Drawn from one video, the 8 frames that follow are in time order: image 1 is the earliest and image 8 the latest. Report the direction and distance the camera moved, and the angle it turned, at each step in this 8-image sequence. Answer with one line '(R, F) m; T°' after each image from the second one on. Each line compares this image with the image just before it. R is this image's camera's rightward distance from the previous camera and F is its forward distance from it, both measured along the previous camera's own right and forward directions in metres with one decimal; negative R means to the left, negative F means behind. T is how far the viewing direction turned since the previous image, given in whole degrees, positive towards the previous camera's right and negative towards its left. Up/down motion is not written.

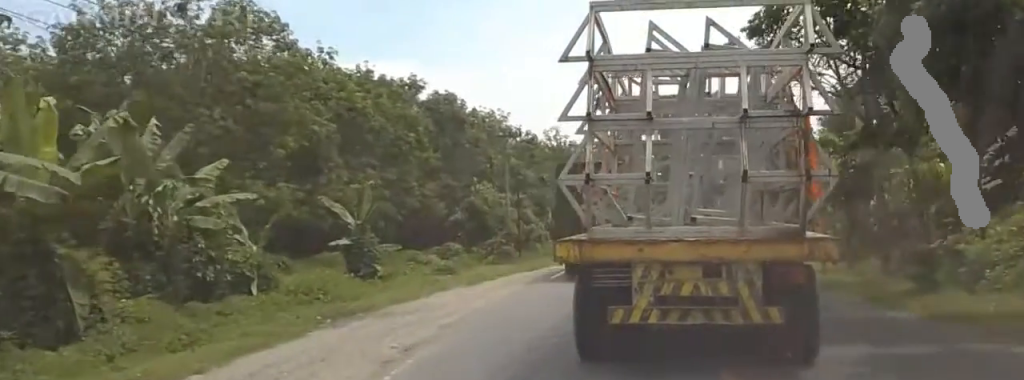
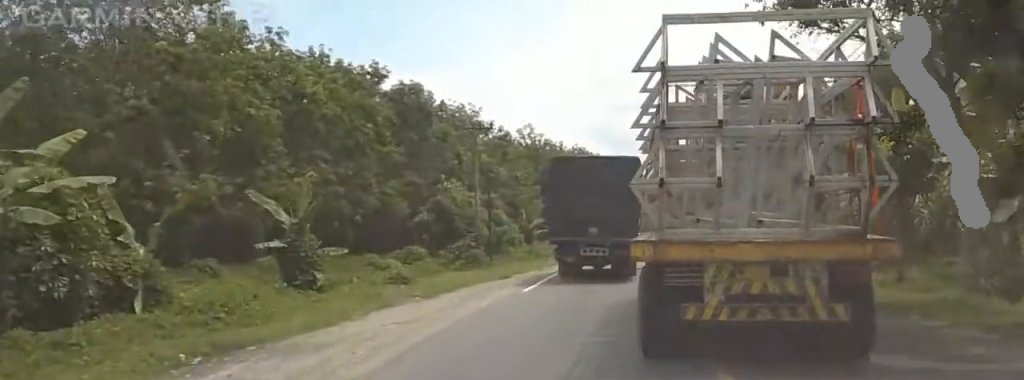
(-0.1, +10.6) m; +2°
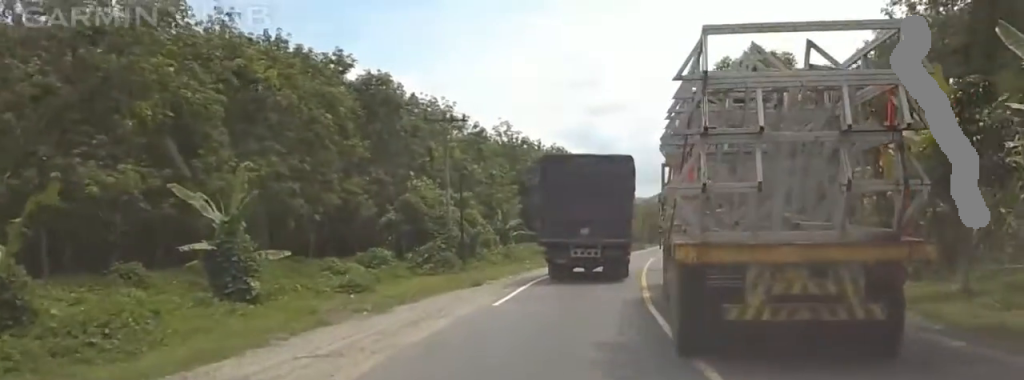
(+0.4, +7.6) m; +2°
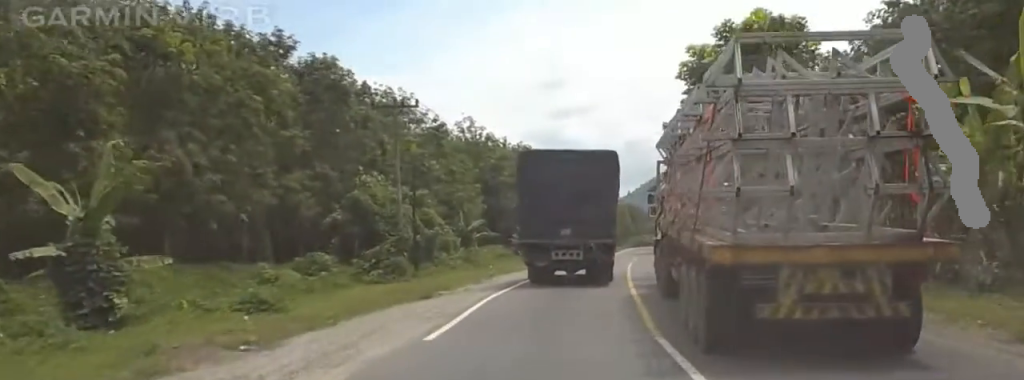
(+0.2, +9.9) m; +1°
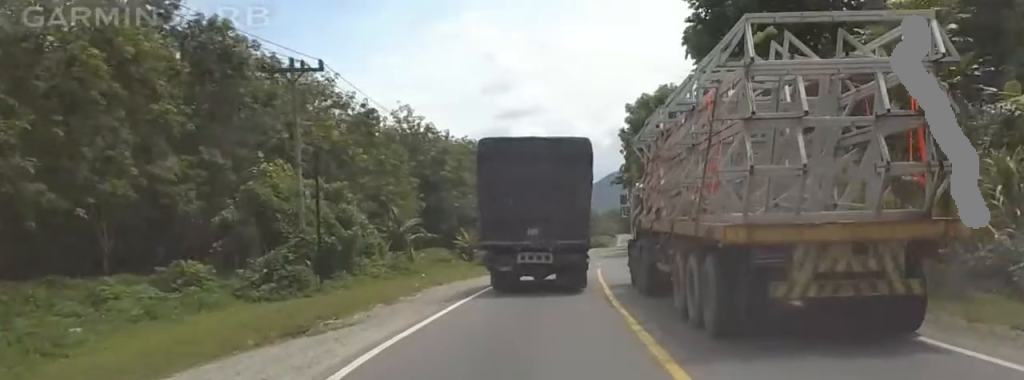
(0.0, +15.0) m; 0°
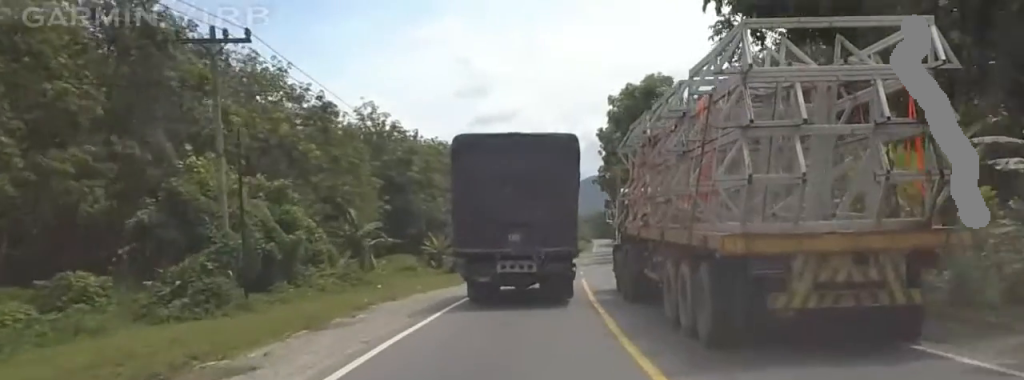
(0.0, +8.8) m; 0°
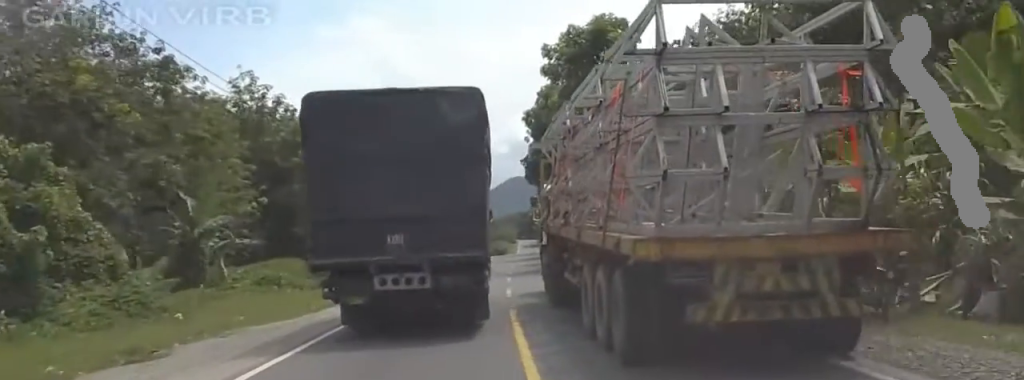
(0.0, +20.5) m; 0°
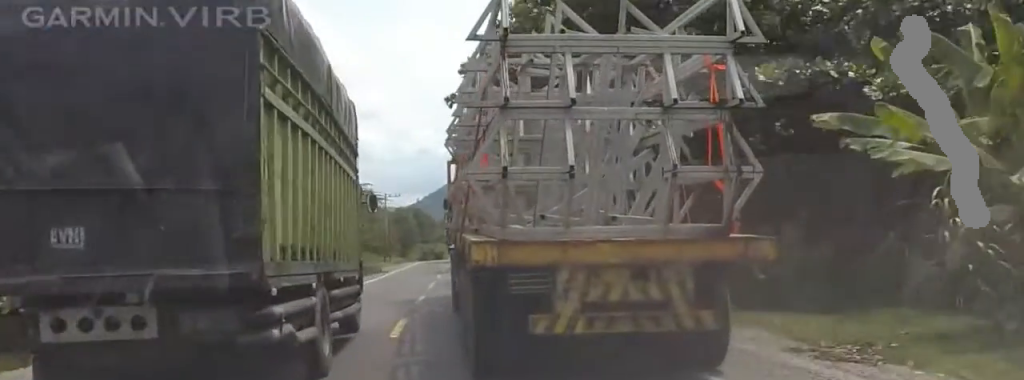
(0.0, +24.9) m; 0°
